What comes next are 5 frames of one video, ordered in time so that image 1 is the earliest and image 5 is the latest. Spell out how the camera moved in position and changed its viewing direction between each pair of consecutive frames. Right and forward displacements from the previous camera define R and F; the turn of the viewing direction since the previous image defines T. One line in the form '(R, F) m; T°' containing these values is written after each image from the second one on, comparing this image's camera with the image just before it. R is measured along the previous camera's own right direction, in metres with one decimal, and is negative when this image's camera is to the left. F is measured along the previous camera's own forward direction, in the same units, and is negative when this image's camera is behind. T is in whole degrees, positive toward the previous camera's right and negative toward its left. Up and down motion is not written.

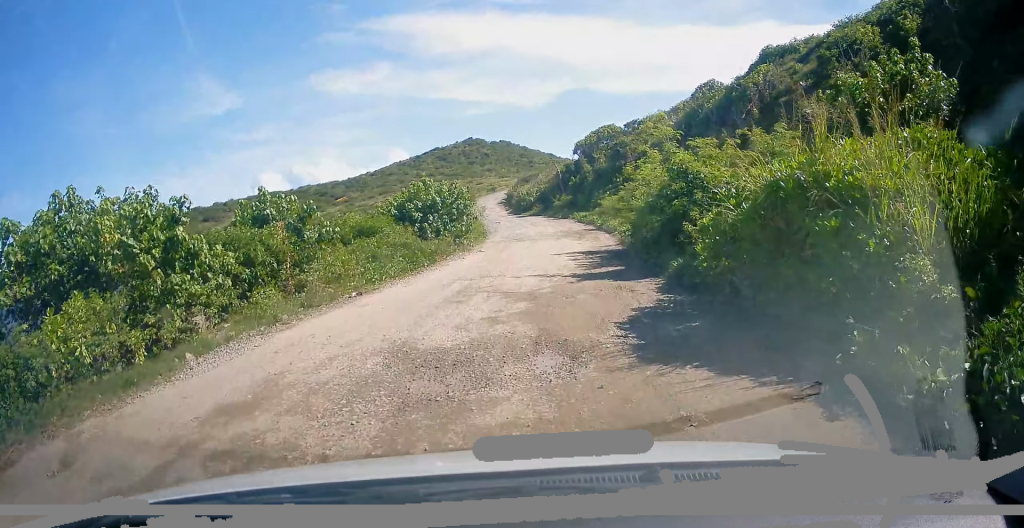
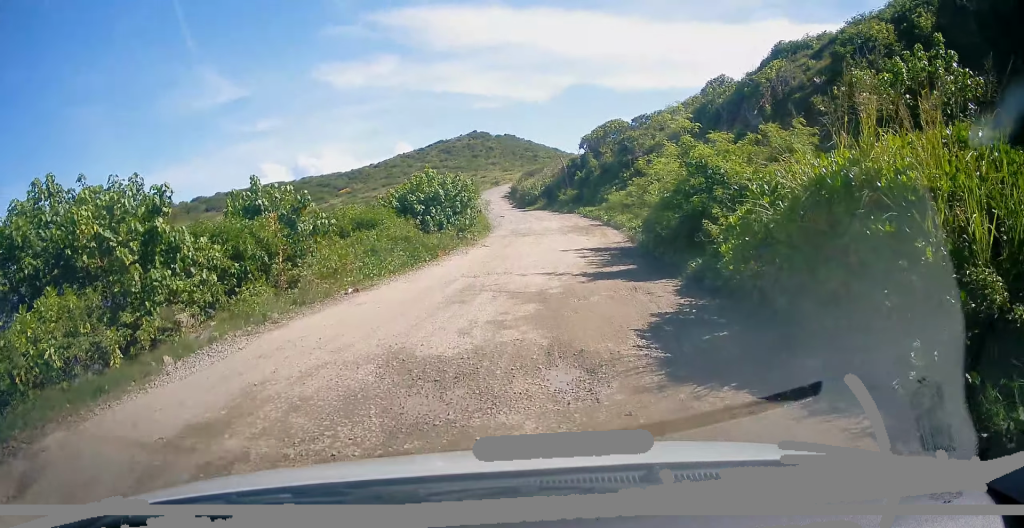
(+0.1, +0.6) m; 0°
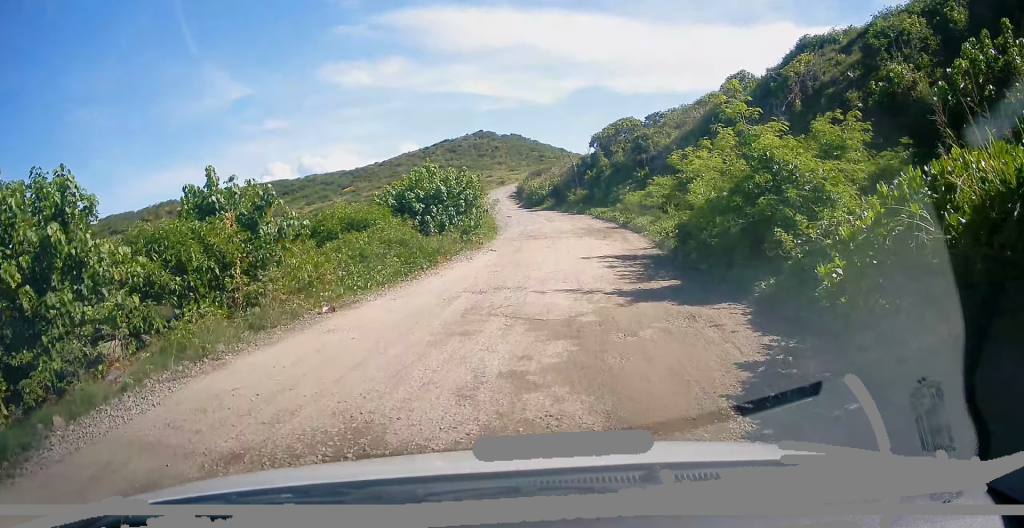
(+0.7, +2.5) m; 0°
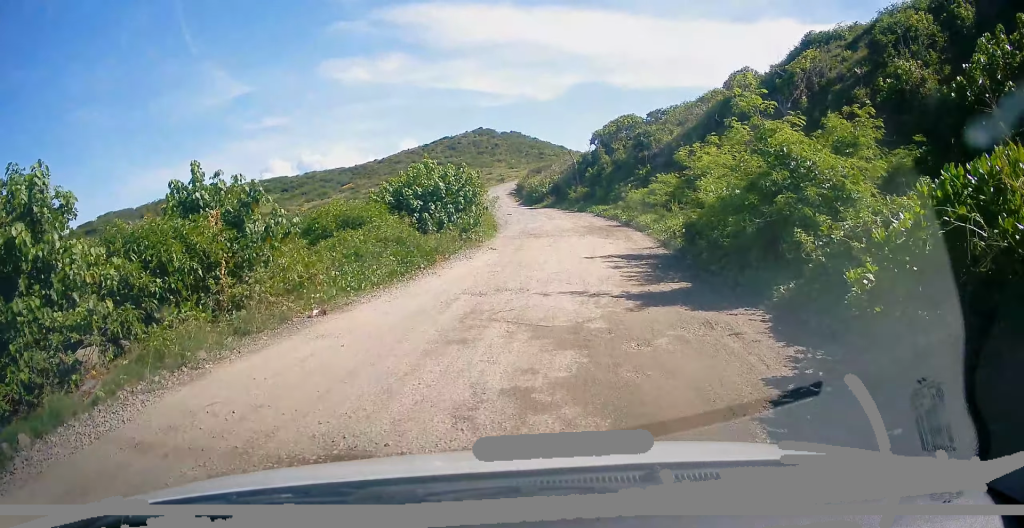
(-0.1, +0.5) m; -1°
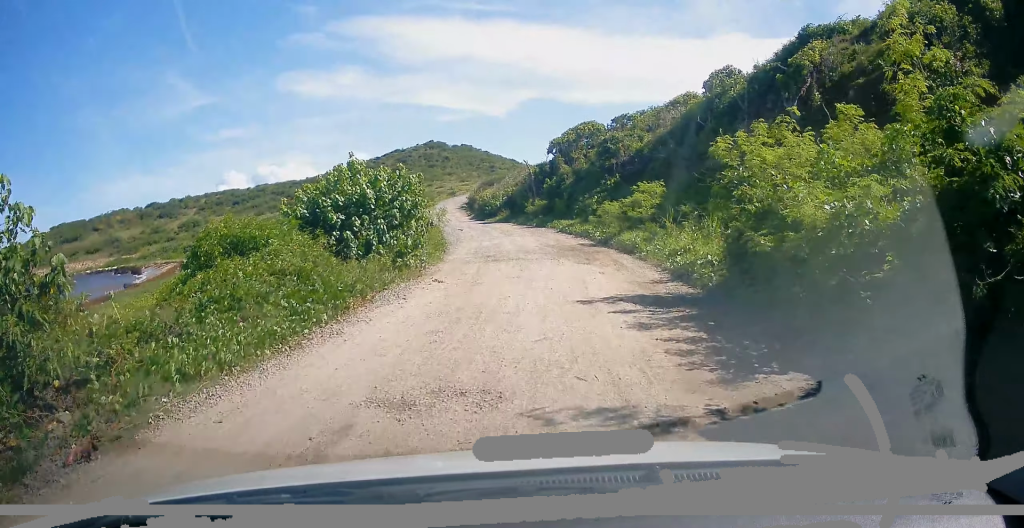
(+0.4, +4.3) m; -1°
